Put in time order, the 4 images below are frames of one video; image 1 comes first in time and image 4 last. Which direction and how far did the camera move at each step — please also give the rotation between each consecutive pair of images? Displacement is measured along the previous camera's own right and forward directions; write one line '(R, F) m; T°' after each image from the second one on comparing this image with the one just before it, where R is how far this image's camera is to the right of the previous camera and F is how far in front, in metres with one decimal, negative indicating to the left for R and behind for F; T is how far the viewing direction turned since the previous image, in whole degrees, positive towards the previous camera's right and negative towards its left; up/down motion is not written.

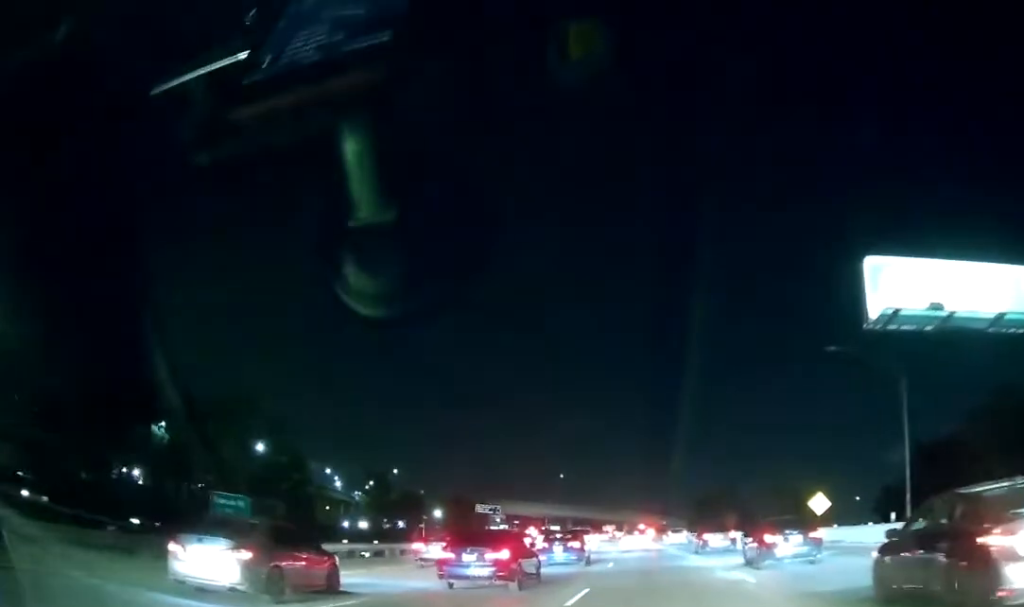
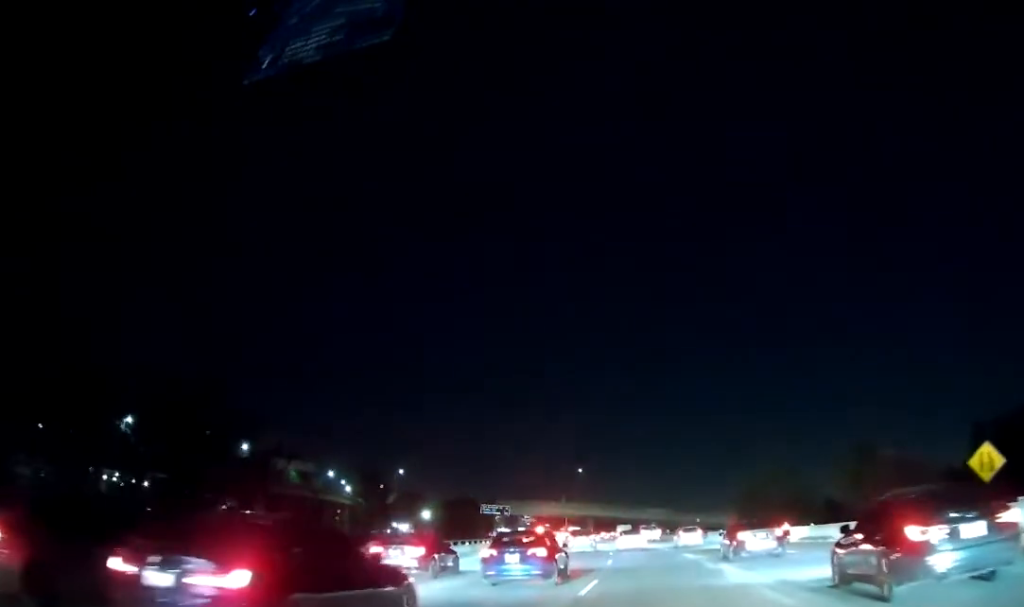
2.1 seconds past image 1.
(-0.9, +24.1) m; -3°
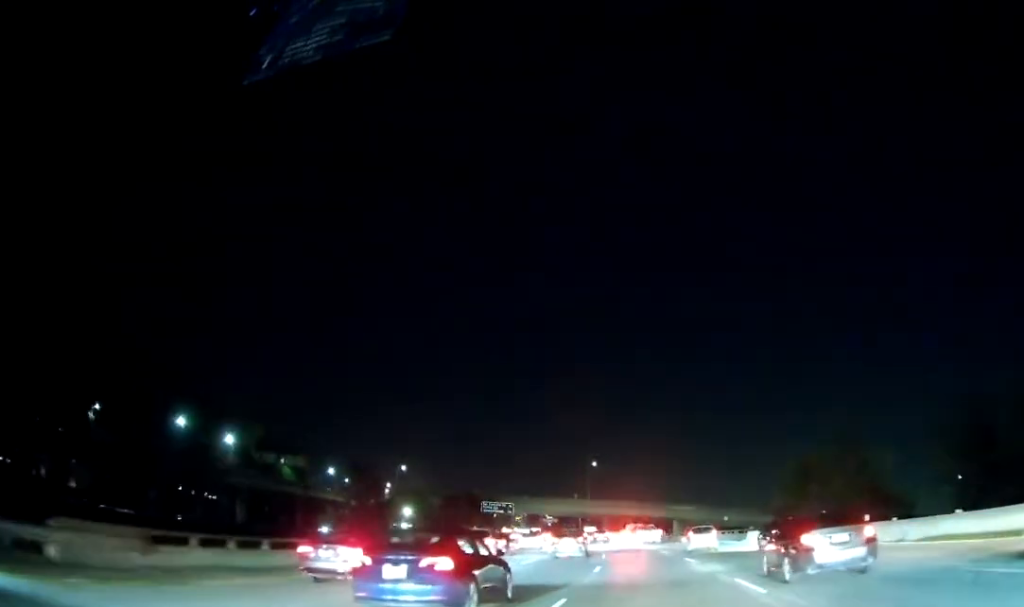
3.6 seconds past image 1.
(-0.4, +19.7) m; -2°
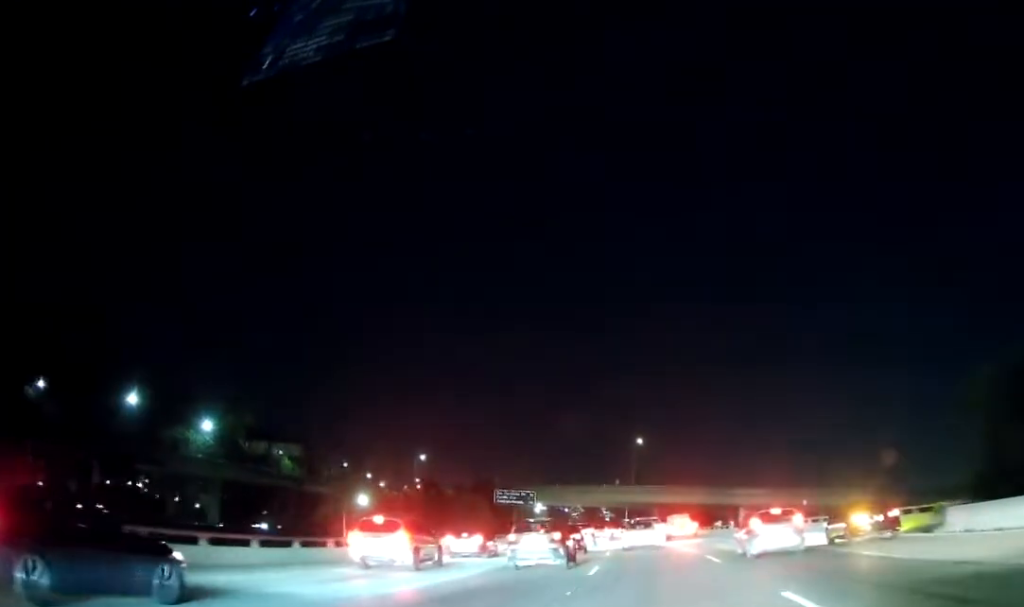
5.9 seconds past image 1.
(-0.8, +34.2) m; -3°
